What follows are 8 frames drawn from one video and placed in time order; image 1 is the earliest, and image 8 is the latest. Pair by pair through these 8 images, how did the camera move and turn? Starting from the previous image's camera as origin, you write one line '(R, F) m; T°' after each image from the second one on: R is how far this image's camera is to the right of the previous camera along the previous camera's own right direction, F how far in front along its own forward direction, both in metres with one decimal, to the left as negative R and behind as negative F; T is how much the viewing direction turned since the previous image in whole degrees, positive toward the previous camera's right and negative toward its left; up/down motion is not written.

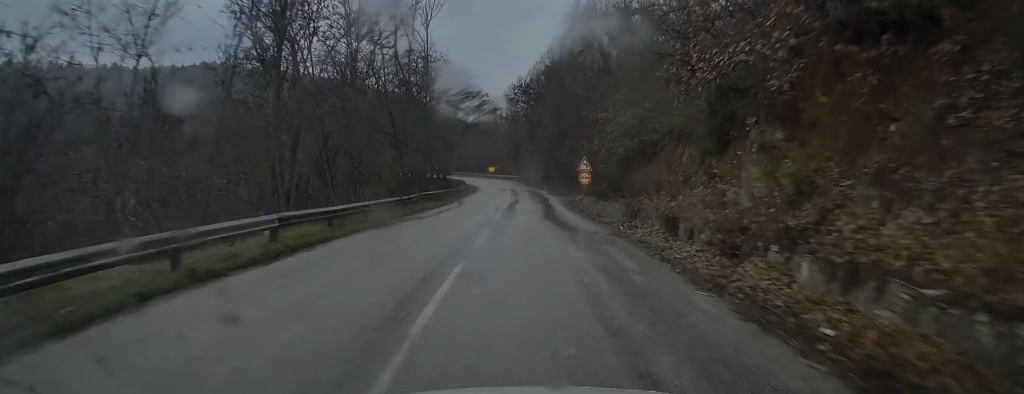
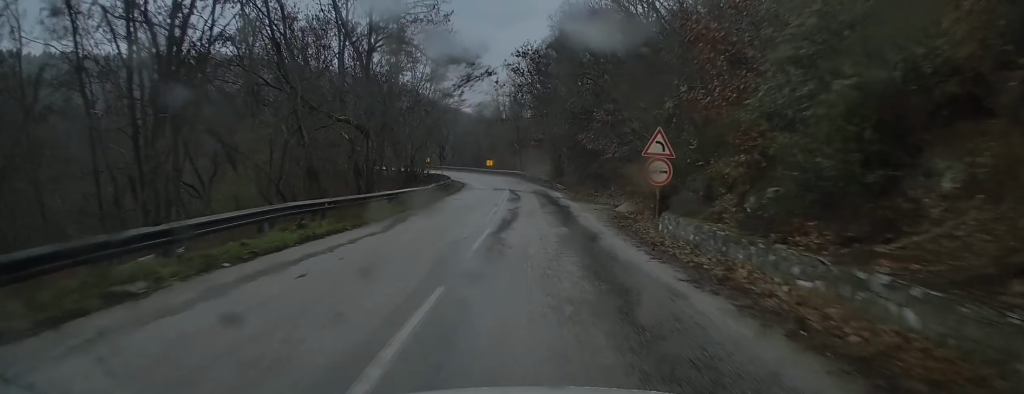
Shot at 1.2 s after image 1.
(+0.2, +19.2) m; +1°
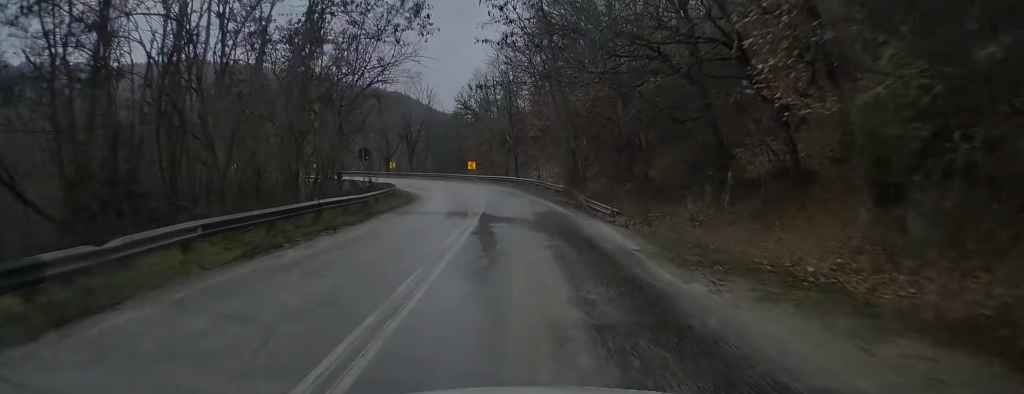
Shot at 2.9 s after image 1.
(+0.2, +25.9) m; -1°
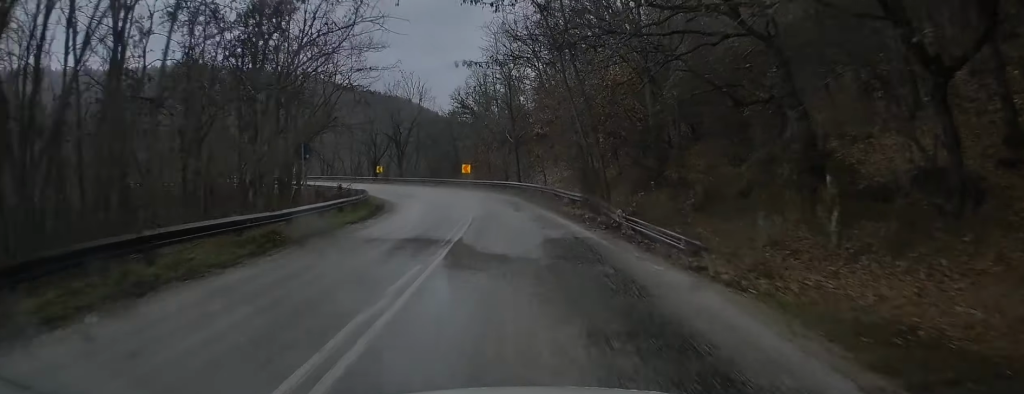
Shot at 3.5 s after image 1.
(-0.2, +8.4) m; -1°
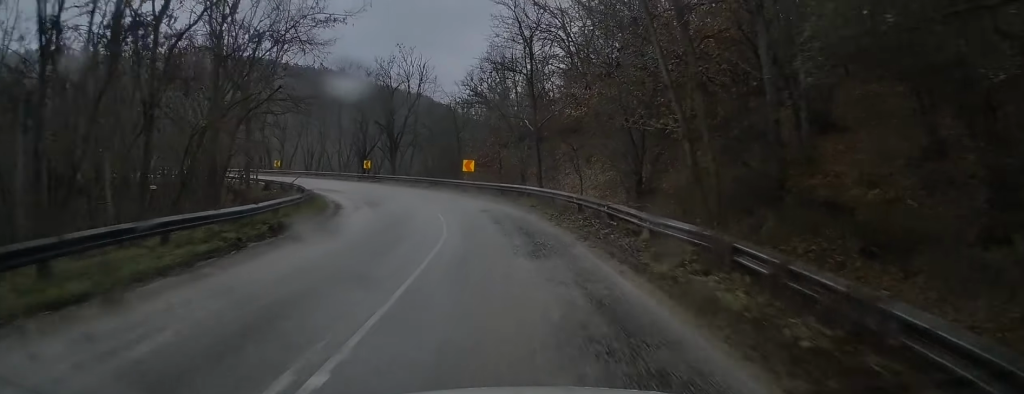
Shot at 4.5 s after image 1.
(+0.1, +13.8) m; -1°
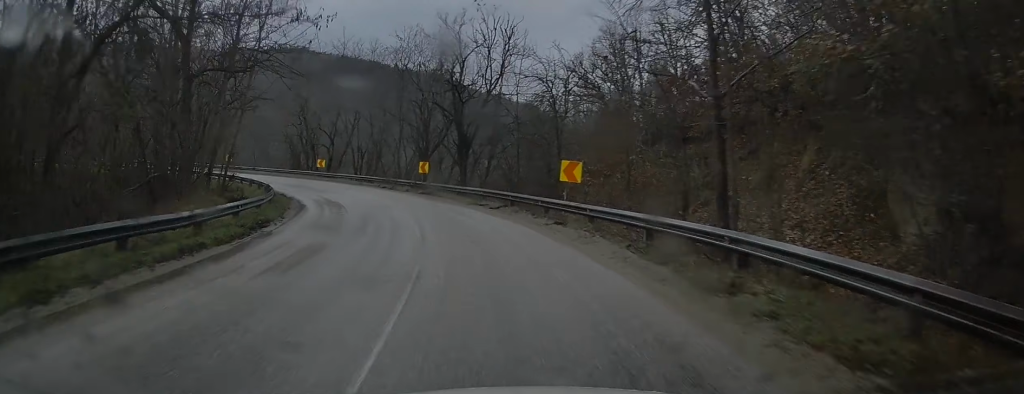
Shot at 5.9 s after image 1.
(-0.8, +18.5) m; -7°
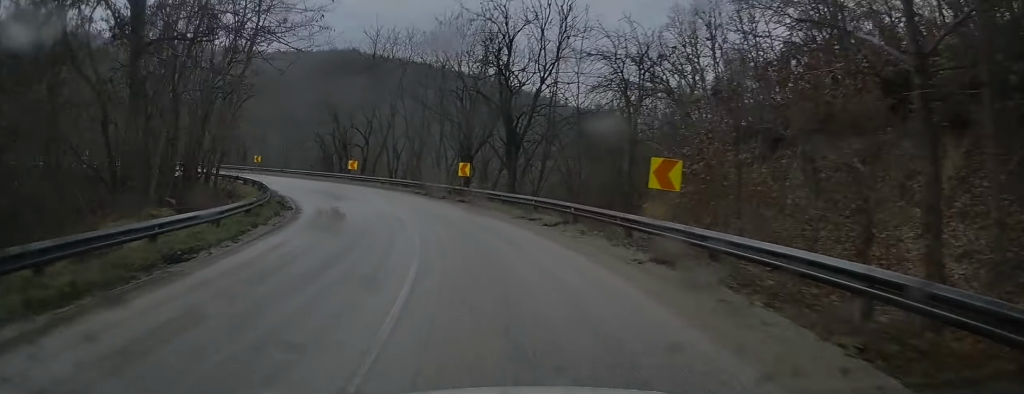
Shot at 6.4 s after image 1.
(-0.4, +6.7) m; -3°
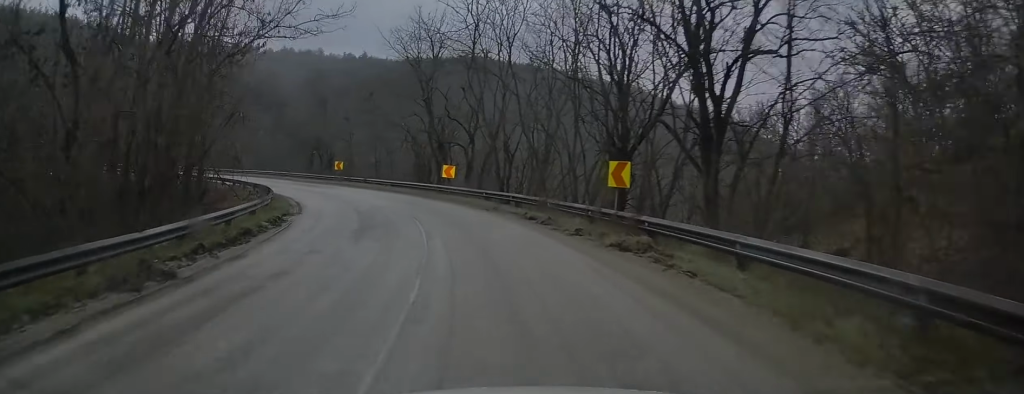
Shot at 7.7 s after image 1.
(-0.6, +15.3) m; -9°
